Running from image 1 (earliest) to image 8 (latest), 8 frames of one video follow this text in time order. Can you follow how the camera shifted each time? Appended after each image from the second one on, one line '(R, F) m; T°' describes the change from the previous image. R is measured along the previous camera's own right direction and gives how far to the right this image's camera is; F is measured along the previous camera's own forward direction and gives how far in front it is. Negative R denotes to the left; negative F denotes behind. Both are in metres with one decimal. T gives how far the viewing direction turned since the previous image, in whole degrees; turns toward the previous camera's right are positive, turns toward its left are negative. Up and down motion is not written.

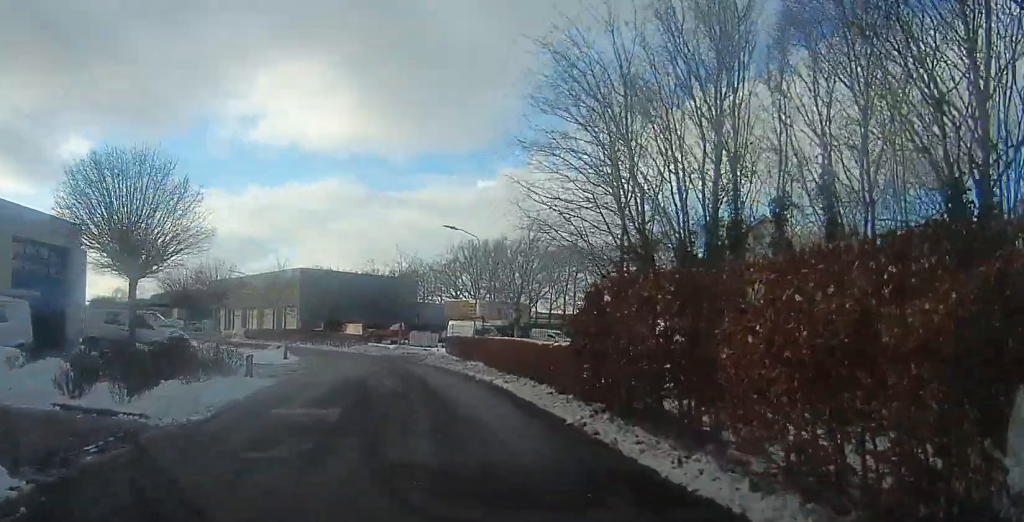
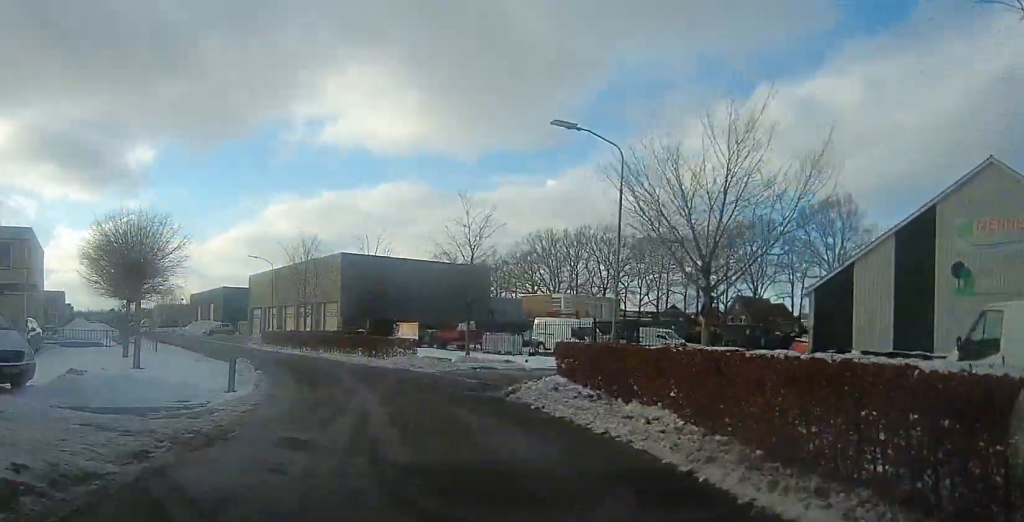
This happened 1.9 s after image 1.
(-0.3, +13.3) m; -4°
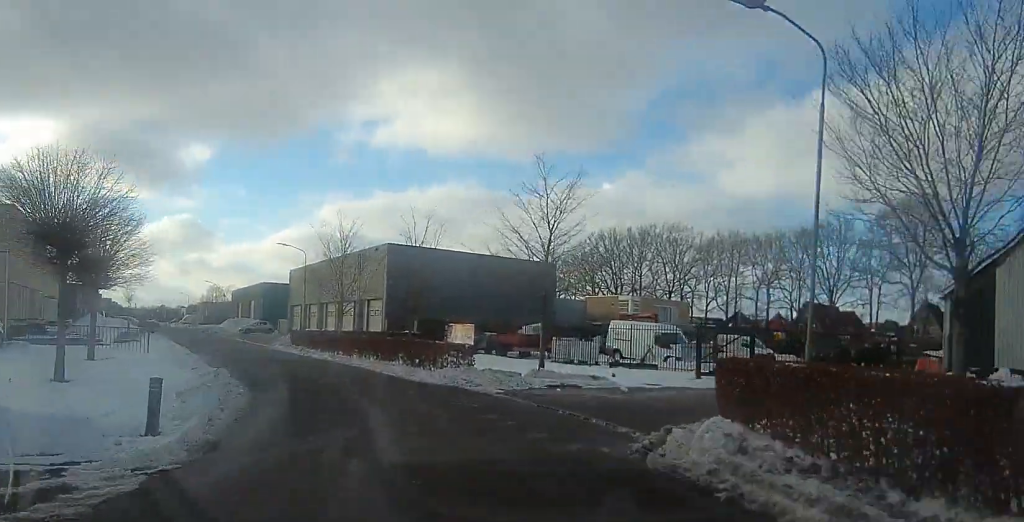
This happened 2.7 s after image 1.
(-0.2, +5.9) m; -3°
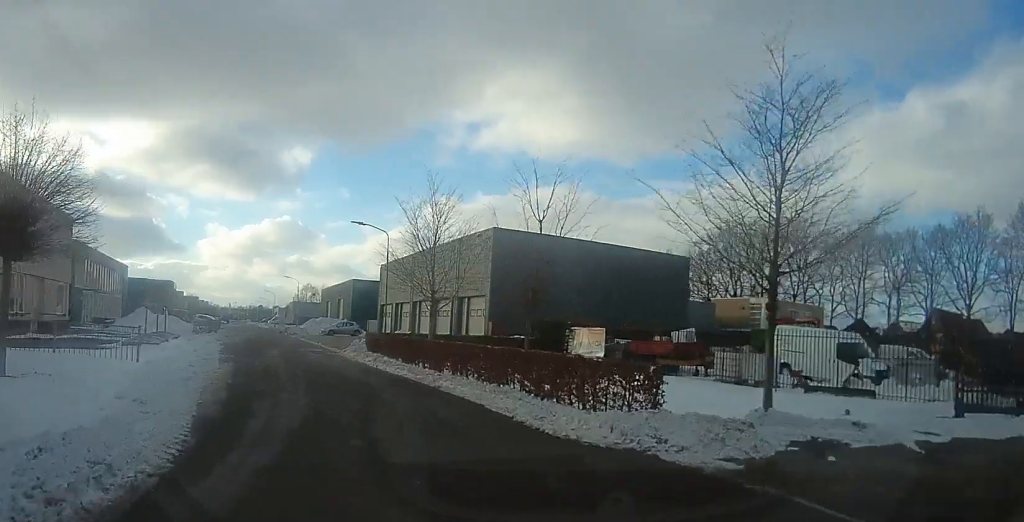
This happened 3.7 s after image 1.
(-0.3, +7.9) m; -11°
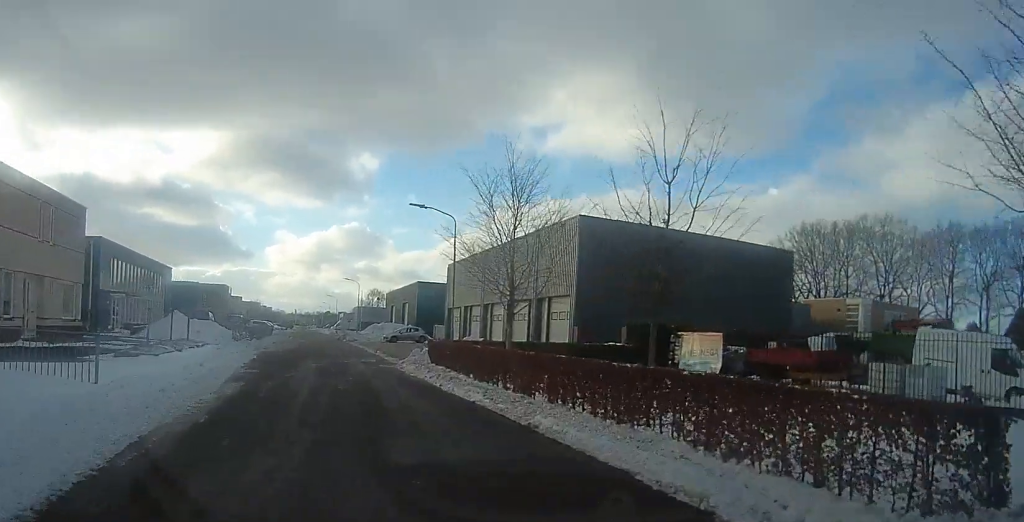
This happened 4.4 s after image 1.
(-0.7, +5.0) m; -7°
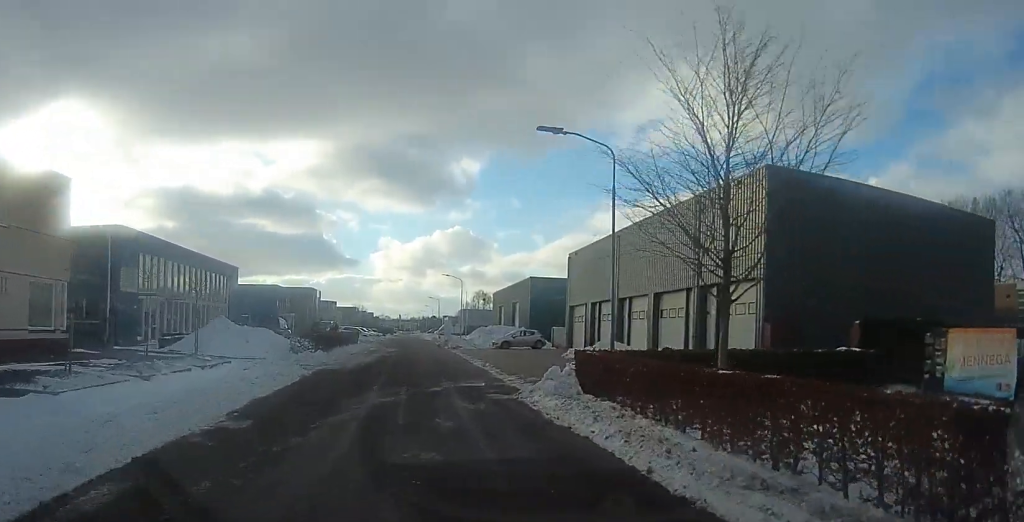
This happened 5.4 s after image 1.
(-0.4, +9.0) m; -7°
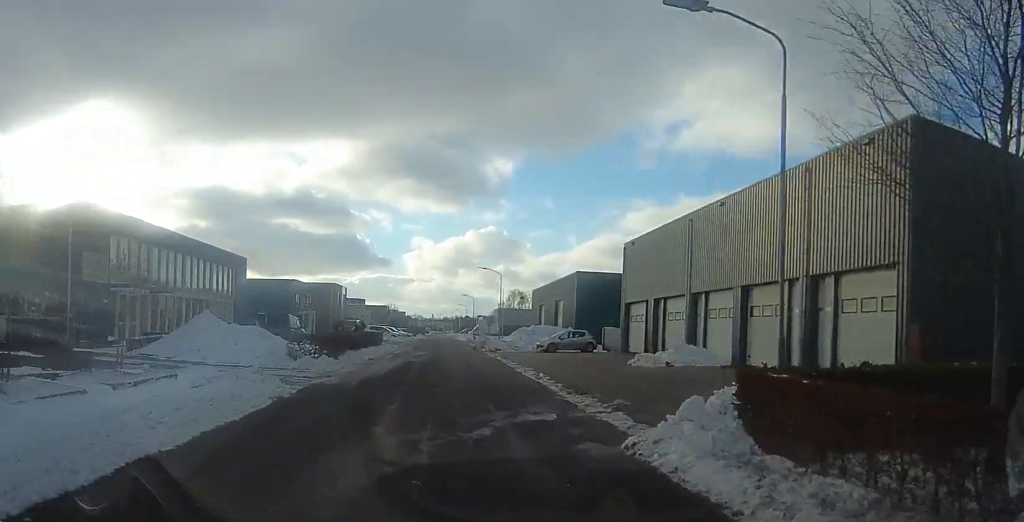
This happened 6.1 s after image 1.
(-0.4, +5.8) m; -3°
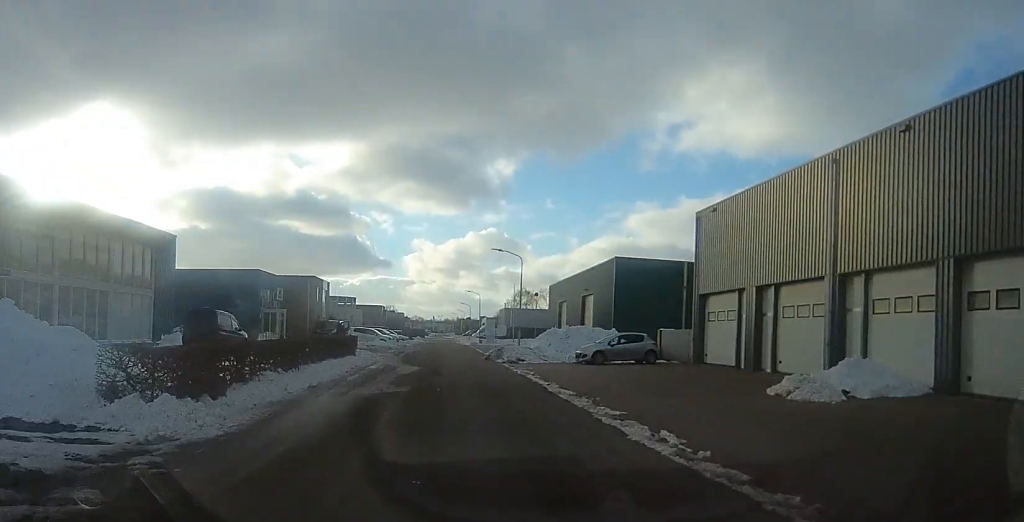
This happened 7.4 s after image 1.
(-0.5, +11.5) m; -1°
